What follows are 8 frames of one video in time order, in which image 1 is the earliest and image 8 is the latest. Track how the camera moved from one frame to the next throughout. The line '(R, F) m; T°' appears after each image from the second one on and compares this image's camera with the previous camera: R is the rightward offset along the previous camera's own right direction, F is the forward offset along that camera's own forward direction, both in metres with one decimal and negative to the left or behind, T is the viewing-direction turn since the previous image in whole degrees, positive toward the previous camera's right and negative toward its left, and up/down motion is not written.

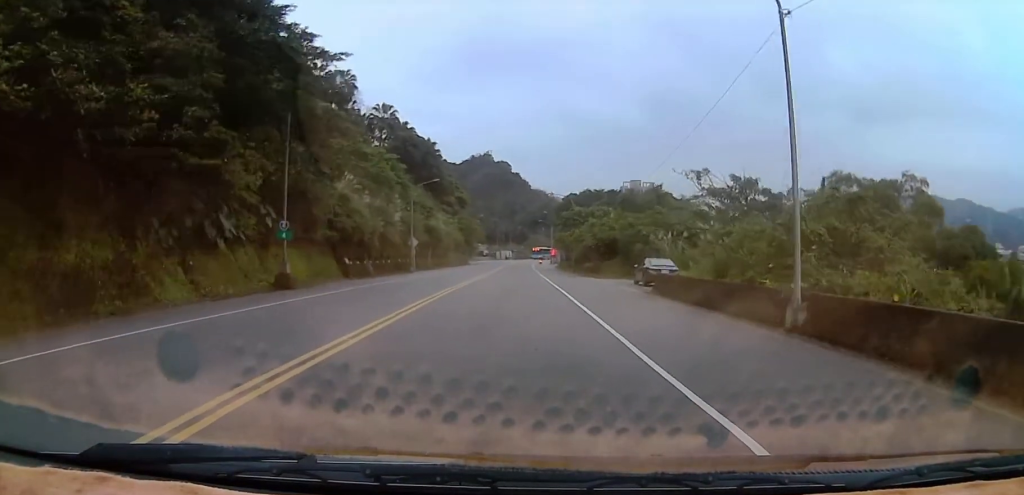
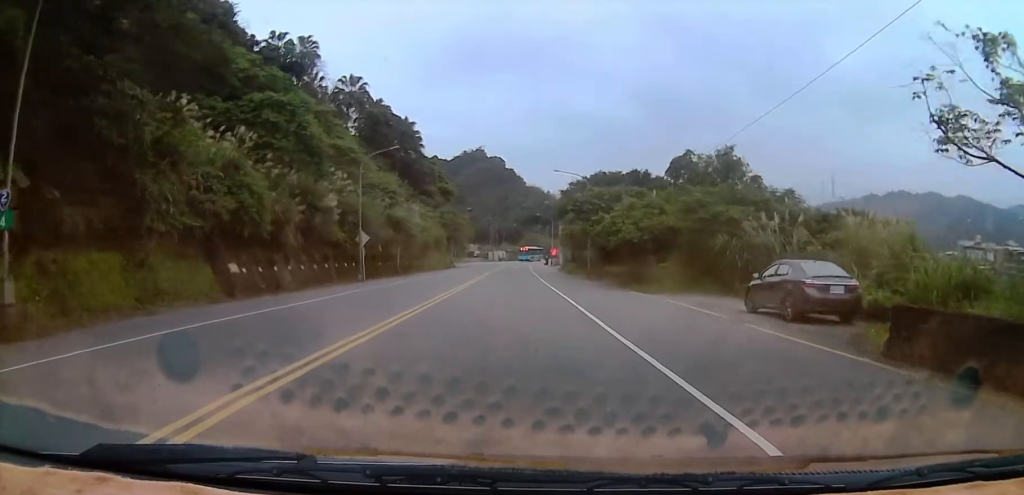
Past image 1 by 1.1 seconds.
(+0.3, +16.0) m; +1°
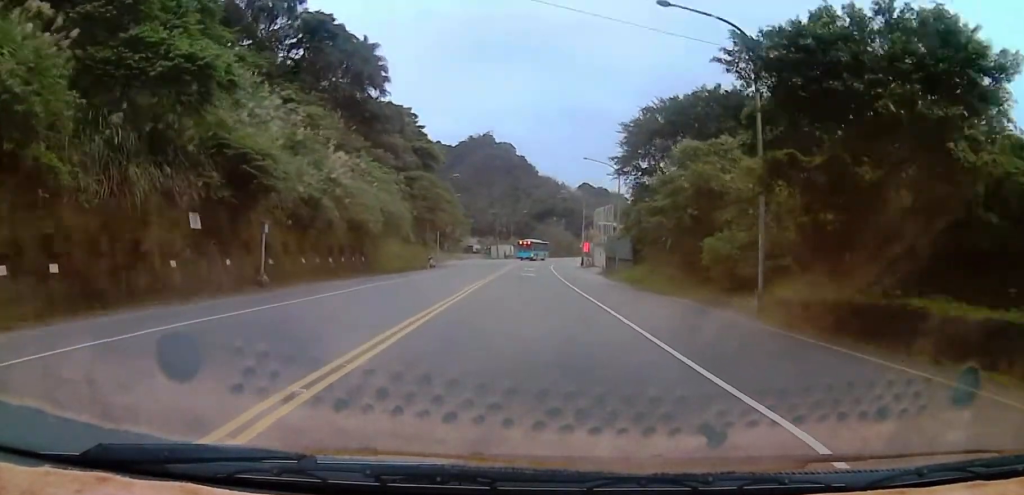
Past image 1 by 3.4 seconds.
(0.0, +32.8) m; 0°
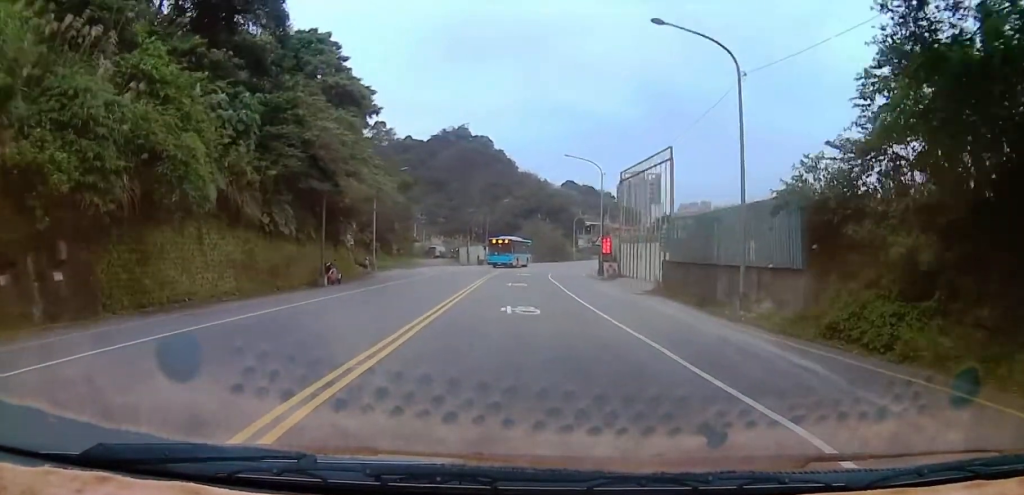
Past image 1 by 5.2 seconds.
(0.0, +28.0) m; 0°
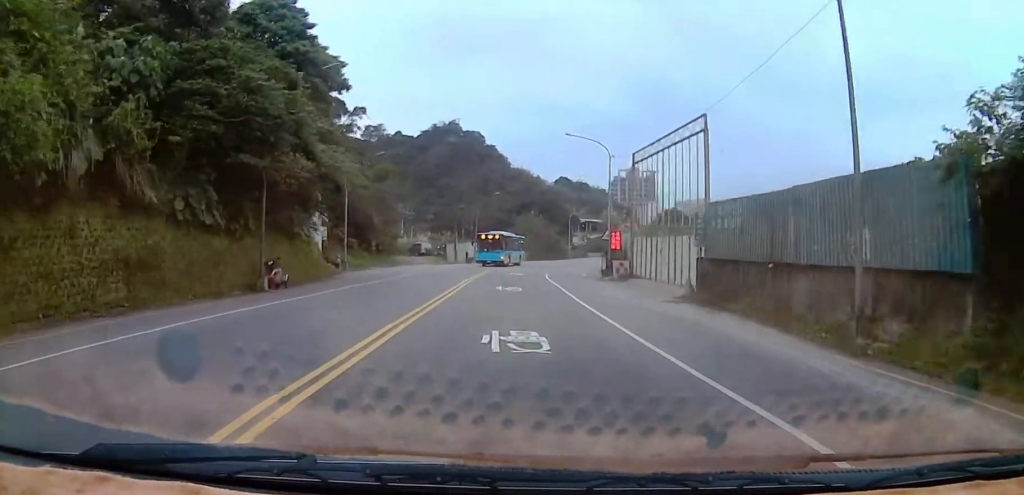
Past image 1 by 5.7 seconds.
(0.0, +6.9) m; 0°
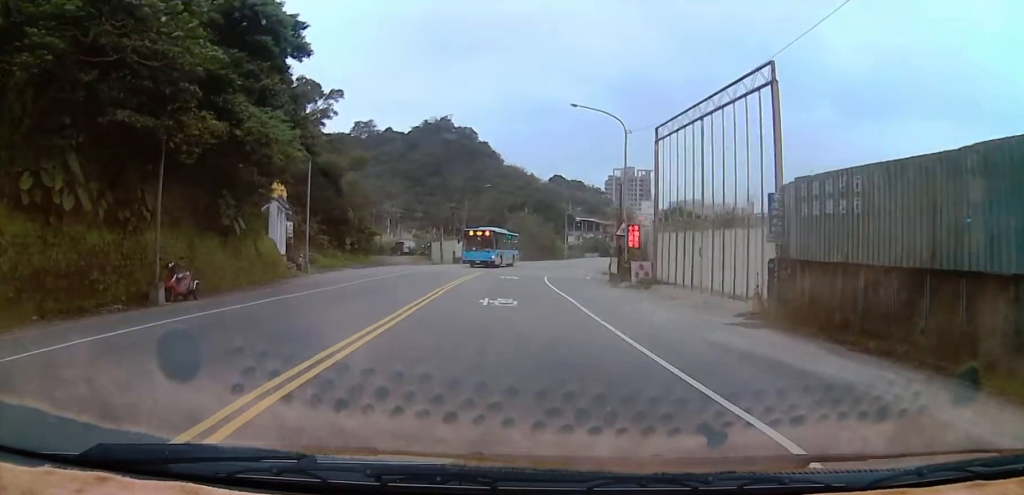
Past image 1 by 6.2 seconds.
(0.0, +7.4) m; 0°
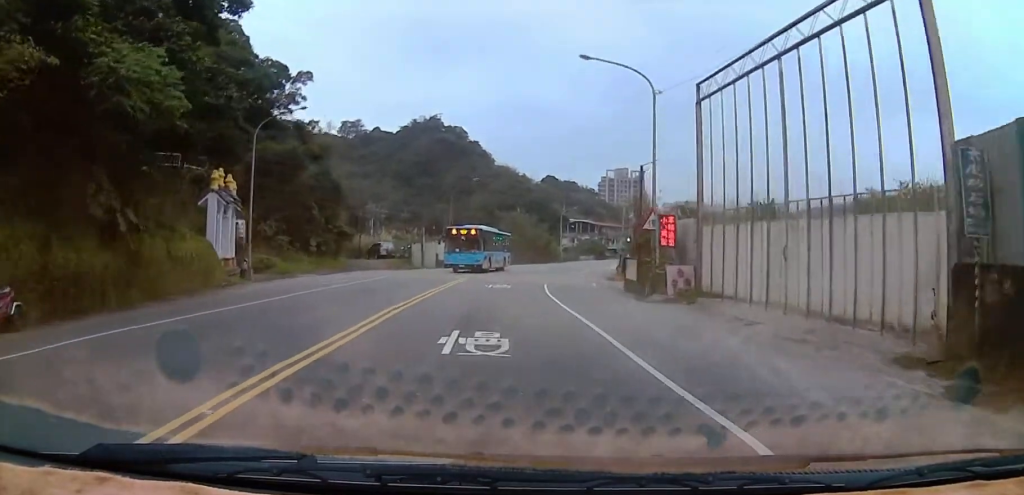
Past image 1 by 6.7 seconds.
(0.0, +7.8) m; 0°
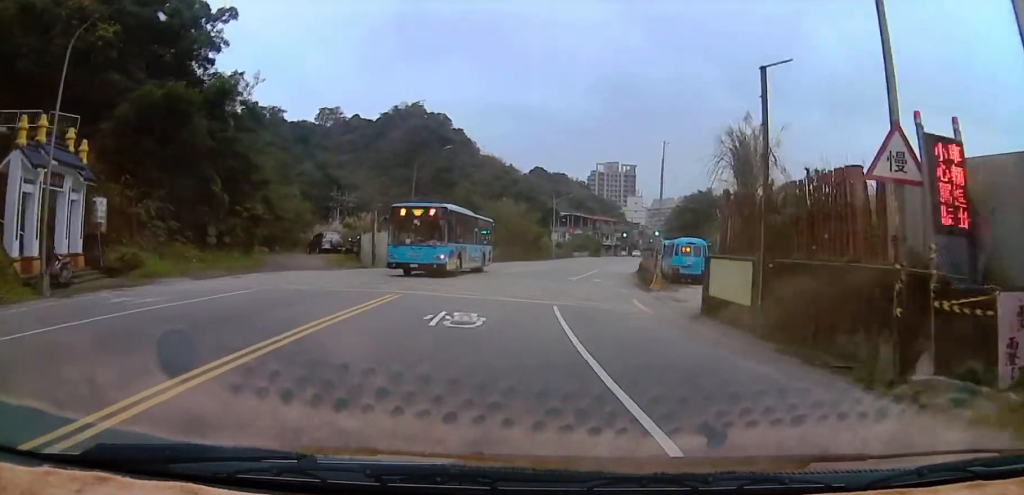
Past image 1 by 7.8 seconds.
(0.0, +15.0) m; 0°
